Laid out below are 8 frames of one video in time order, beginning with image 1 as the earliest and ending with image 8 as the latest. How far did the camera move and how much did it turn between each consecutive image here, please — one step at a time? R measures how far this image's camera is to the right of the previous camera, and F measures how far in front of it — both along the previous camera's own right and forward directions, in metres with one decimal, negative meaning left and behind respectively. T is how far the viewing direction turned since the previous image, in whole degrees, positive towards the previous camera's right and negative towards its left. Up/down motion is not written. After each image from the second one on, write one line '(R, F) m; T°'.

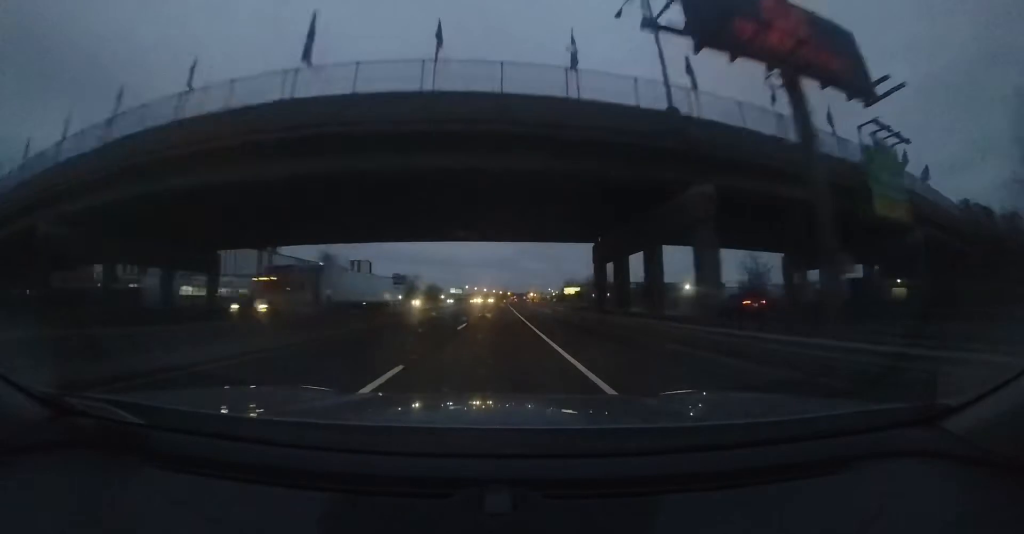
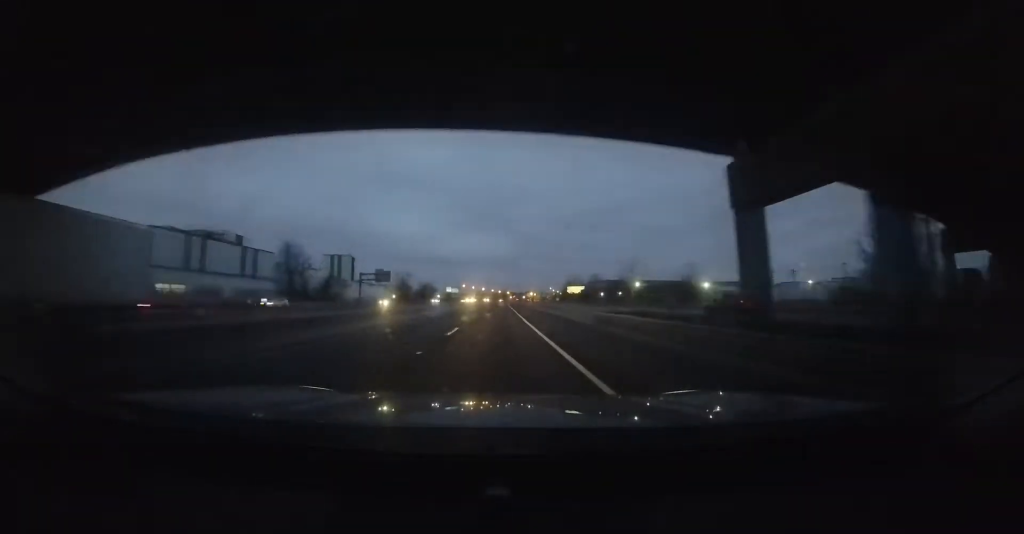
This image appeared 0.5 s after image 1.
(0.0, +15.2) m; 0°
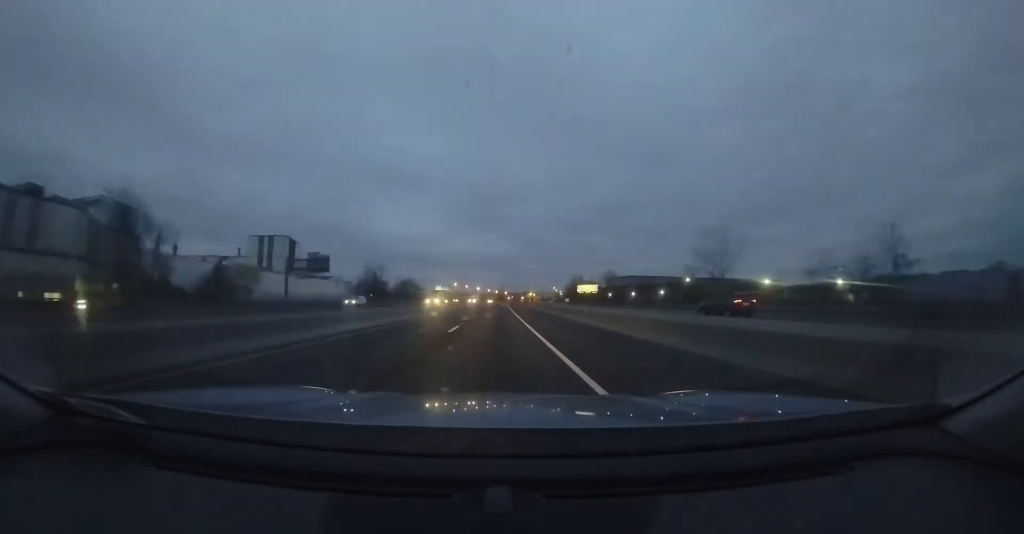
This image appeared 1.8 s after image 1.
(-0.2, +34.9) m; 0°
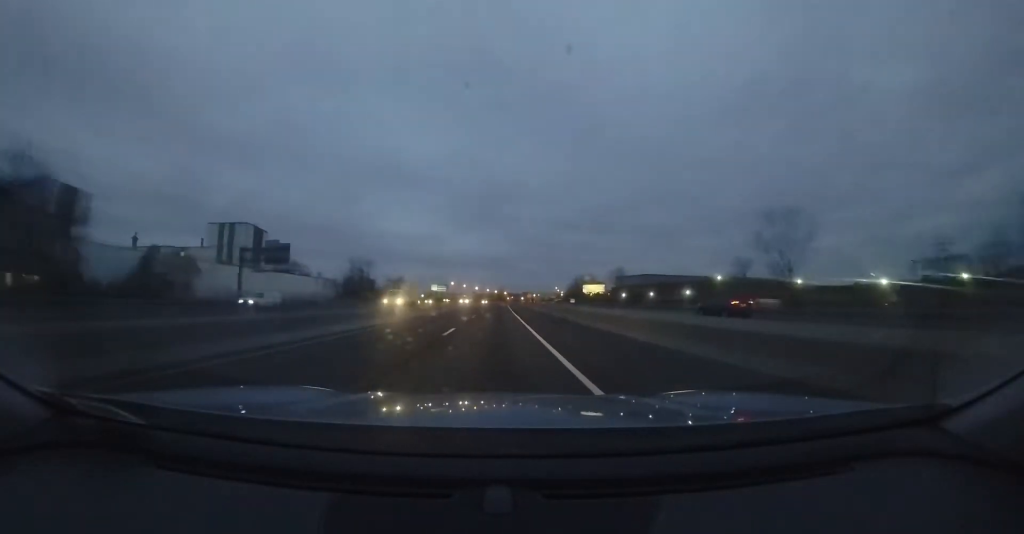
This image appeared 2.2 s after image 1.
(+0.2, +13.2) m; 0°
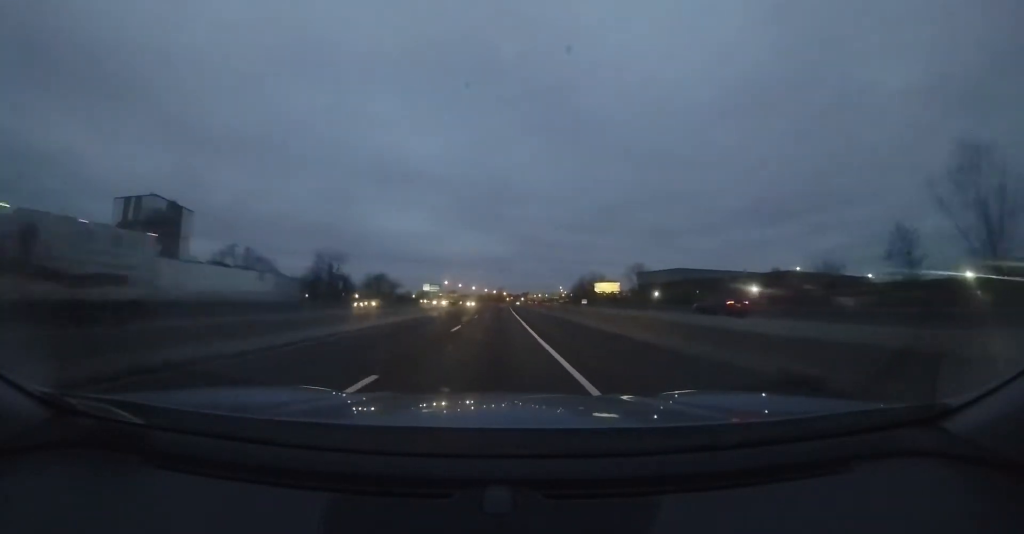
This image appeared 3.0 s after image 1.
(-0.3, +22.5) m; 0°
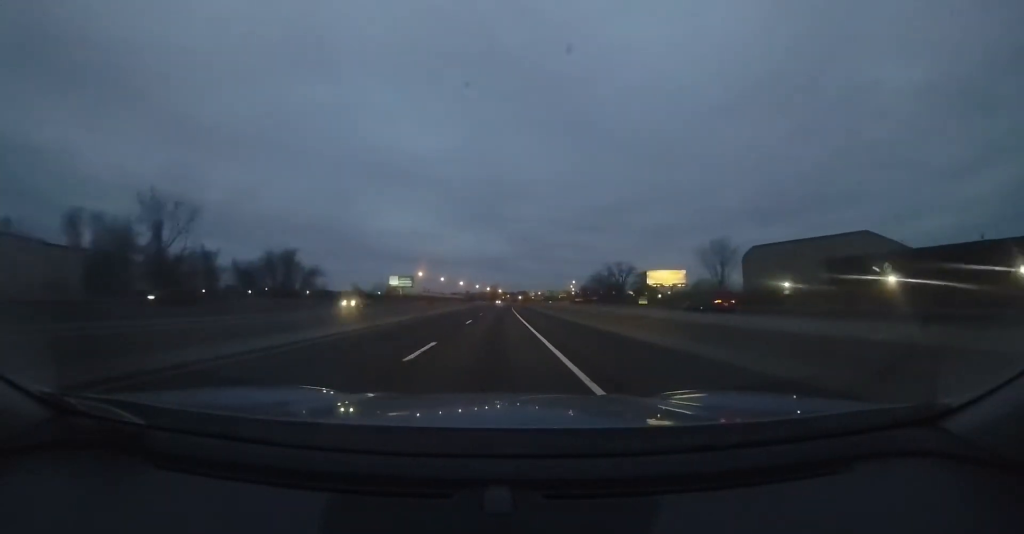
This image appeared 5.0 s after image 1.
(+0.8, +55.7) m; +1°
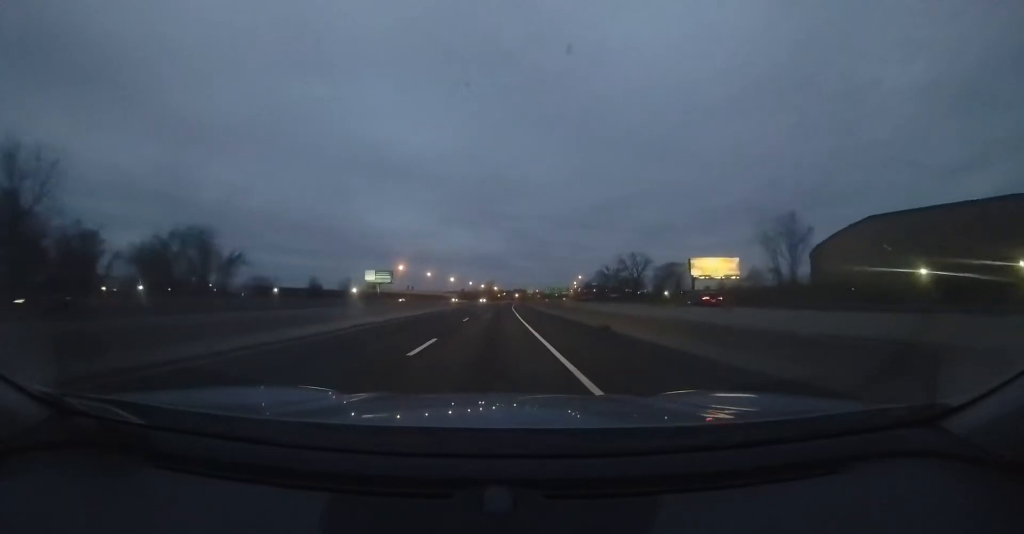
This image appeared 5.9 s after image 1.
(+0.1, +23.6) m; 0°
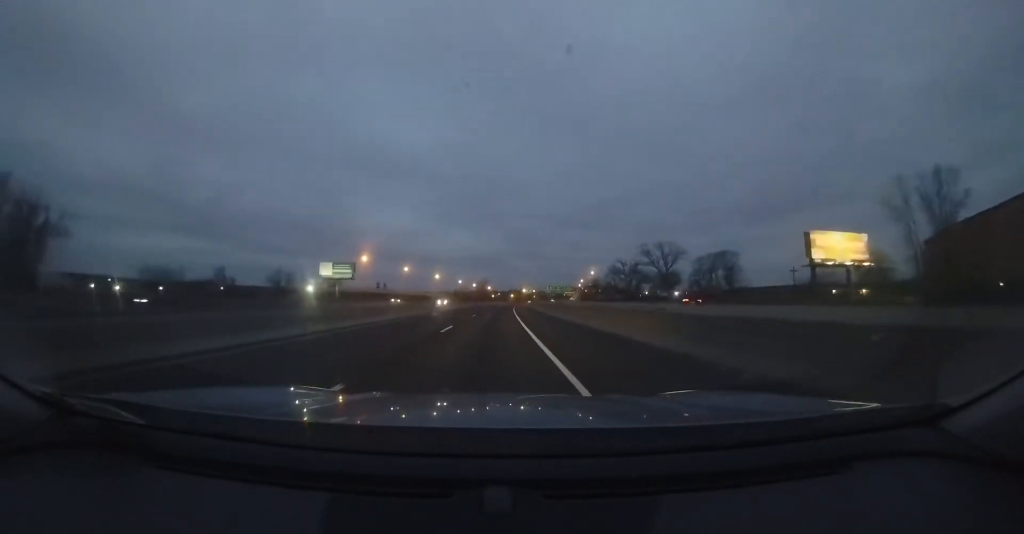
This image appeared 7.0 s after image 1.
(+0.1, +29.9) m; +1°
